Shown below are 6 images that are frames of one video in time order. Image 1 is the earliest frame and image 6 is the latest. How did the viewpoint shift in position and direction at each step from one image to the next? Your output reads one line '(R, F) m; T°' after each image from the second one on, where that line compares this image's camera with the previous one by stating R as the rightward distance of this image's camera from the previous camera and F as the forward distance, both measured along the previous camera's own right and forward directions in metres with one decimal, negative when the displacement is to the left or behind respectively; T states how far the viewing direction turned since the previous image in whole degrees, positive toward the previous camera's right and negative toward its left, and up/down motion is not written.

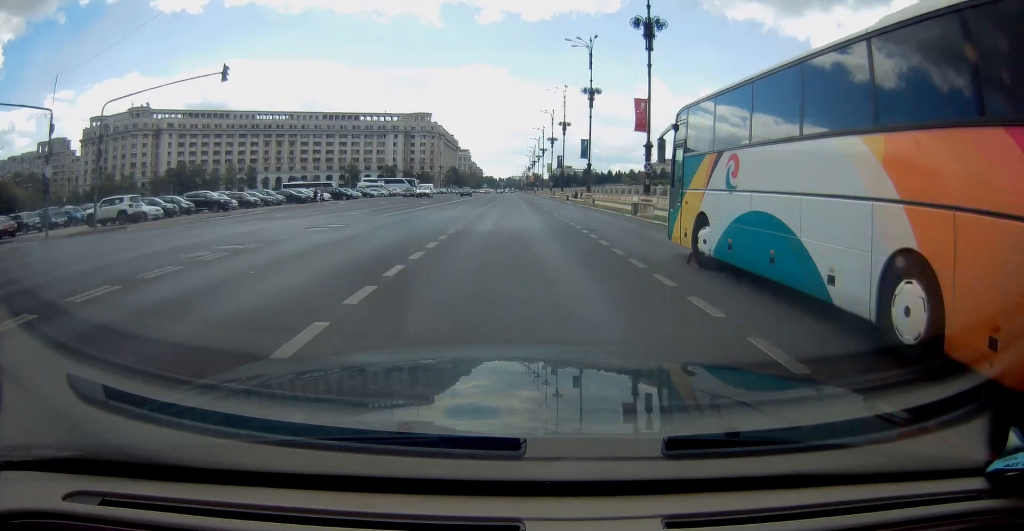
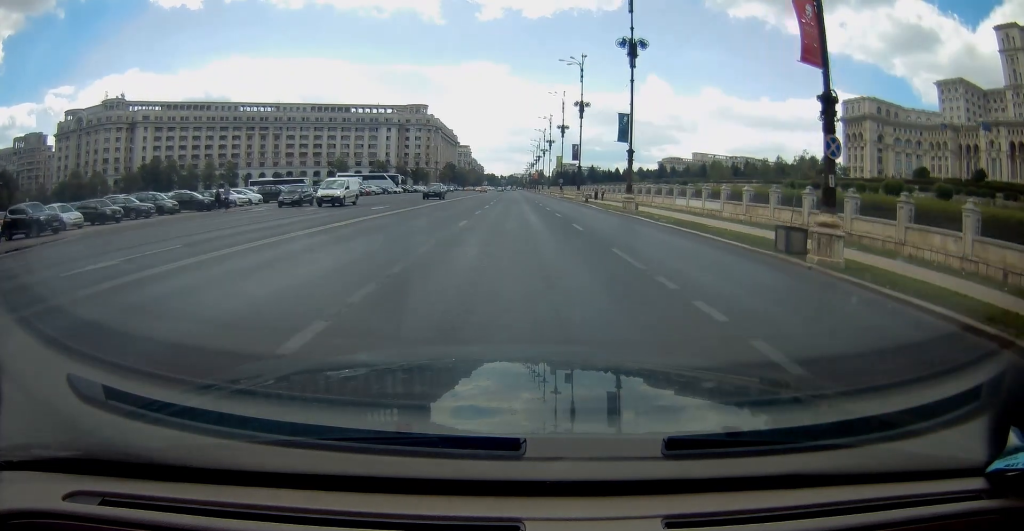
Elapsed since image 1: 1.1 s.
(+0.1, +19.8) m; 0°
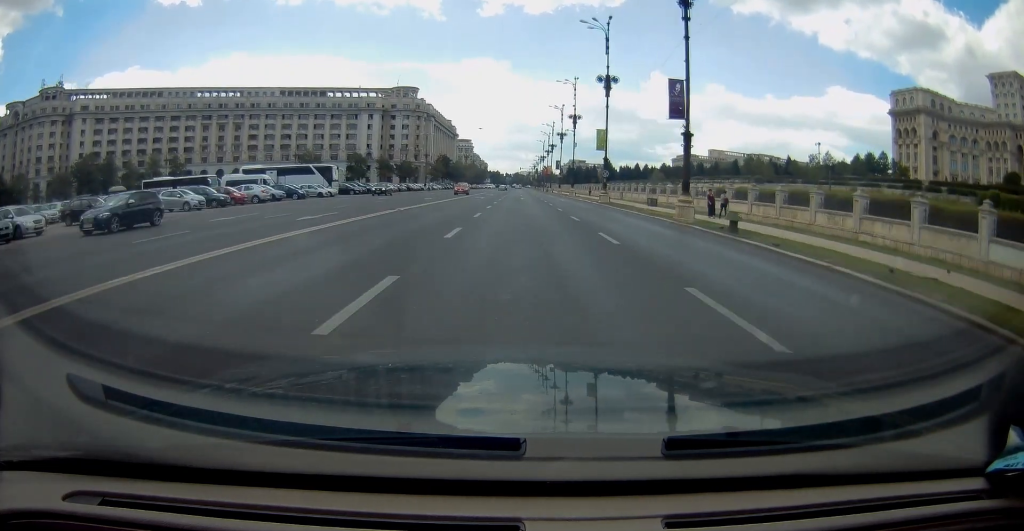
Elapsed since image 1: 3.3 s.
(-0.1, +41.1) m; -1°
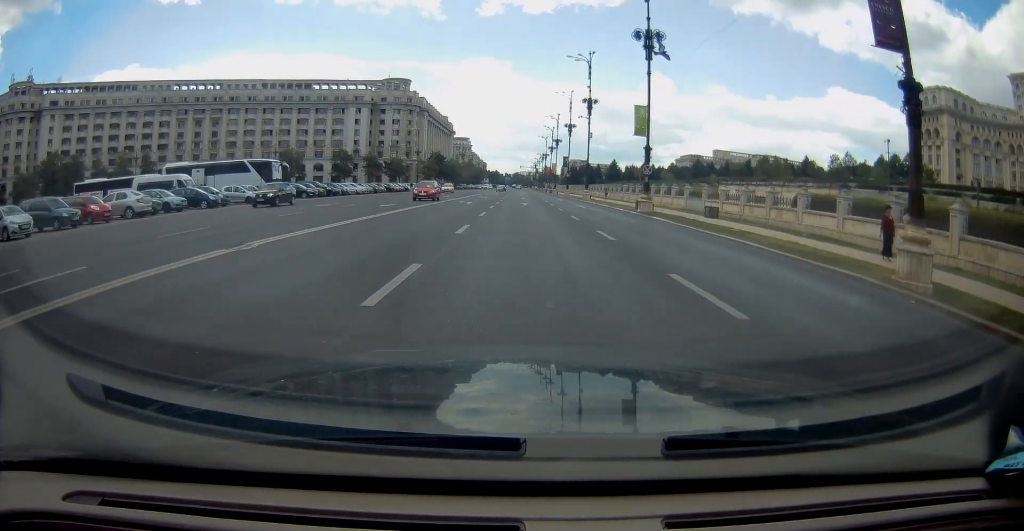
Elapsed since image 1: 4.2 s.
(0.0, +16.6) m; 0°
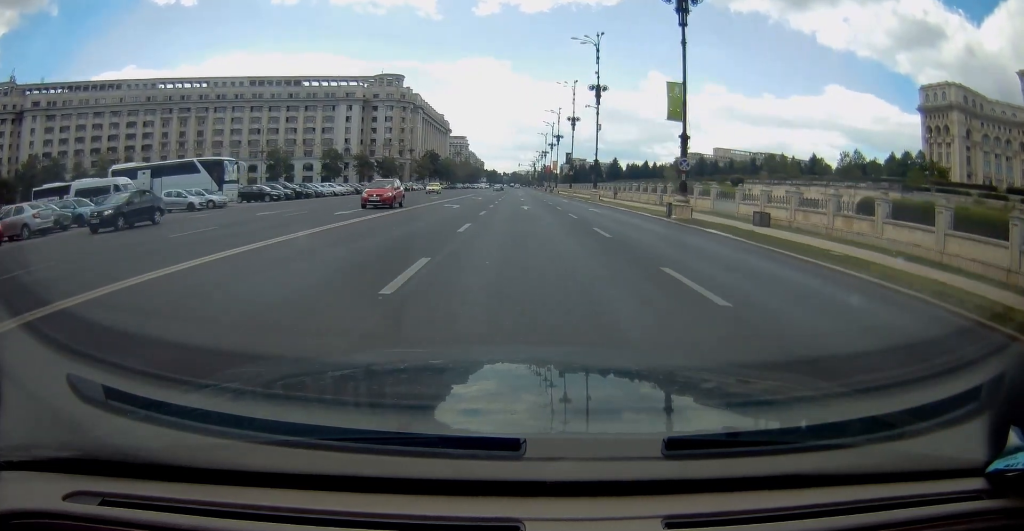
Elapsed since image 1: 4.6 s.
(0.0, +8.3) m; 0°
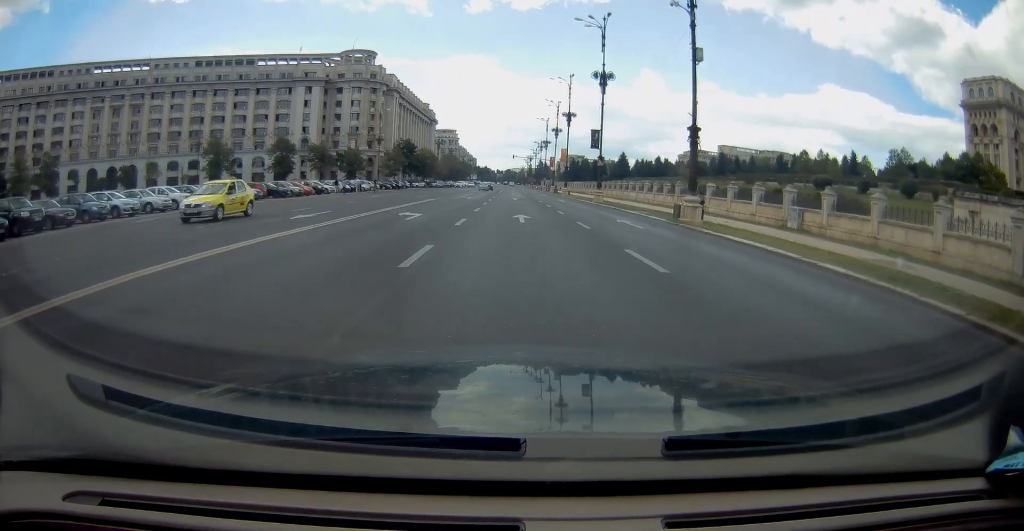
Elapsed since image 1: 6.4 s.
(0.0, +34.1) m; 0°
